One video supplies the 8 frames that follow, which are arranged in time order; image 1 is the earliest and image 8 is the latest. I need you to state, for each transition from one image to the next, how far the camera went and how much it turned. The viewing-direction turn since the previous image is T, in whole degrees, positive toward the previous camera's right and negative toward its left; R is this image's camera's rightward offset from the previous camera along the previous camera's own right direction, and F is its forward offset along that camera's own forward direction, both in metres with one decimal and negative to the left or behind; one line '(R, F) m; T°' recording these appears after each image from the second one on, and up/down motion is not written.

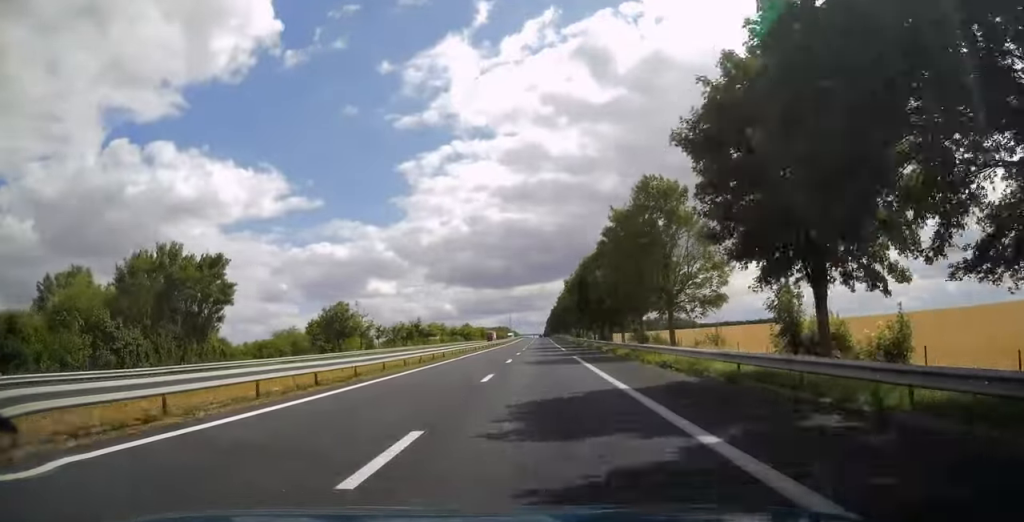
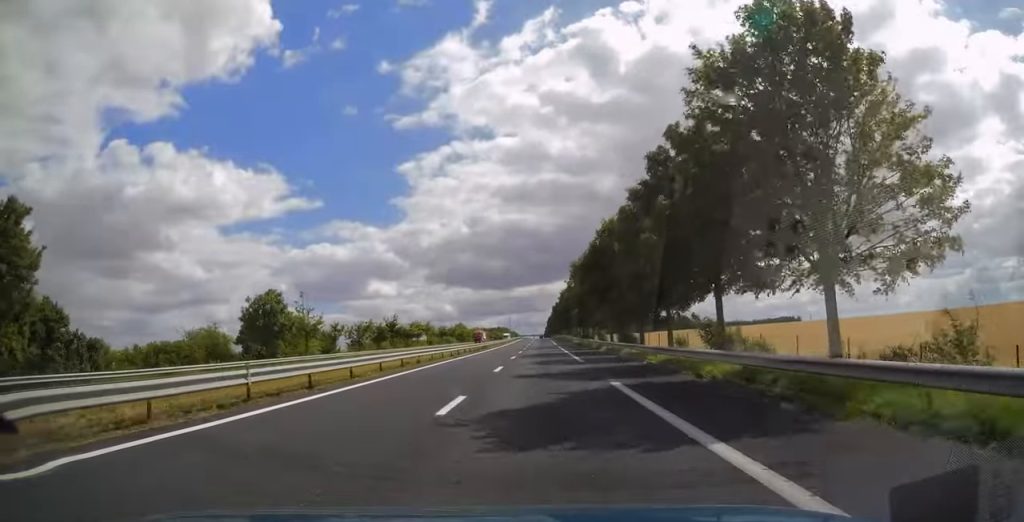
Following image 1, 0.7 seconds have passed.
(0.0, +20.3) m; 0°
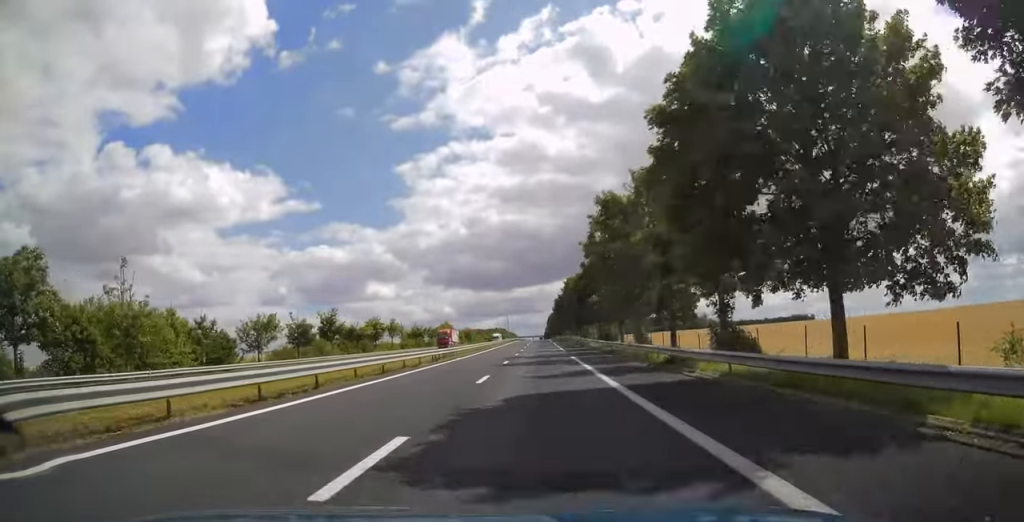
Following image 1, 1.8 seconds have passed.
(0.0, +31.0) m; 0°
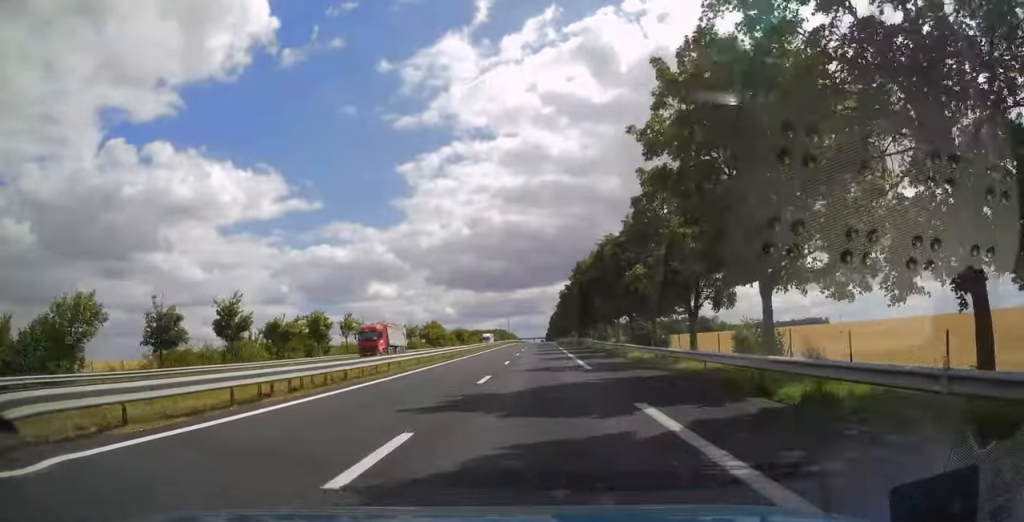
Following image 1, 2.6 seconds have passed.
(0.0, +24.2) m; 0°
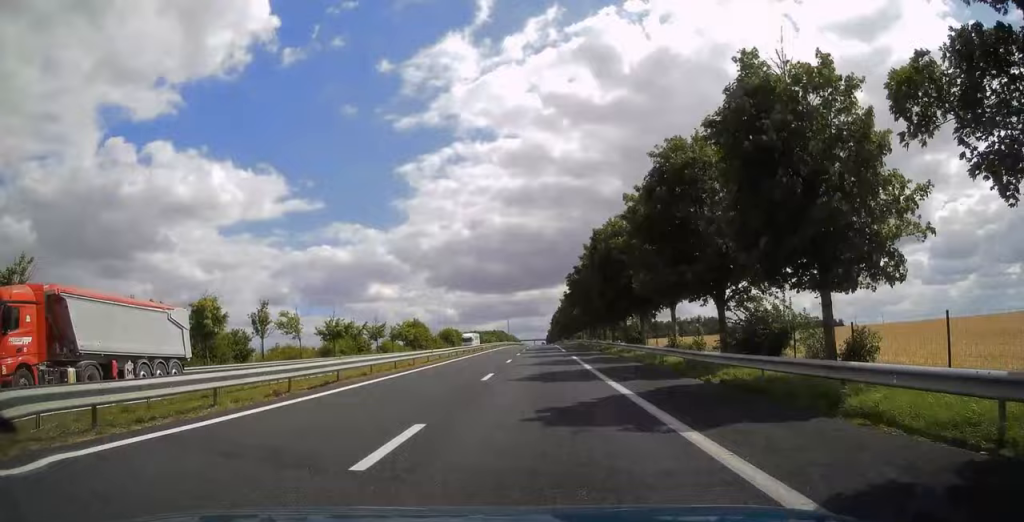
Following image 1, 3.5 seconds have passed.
(0.0, +22.7) m; 0°
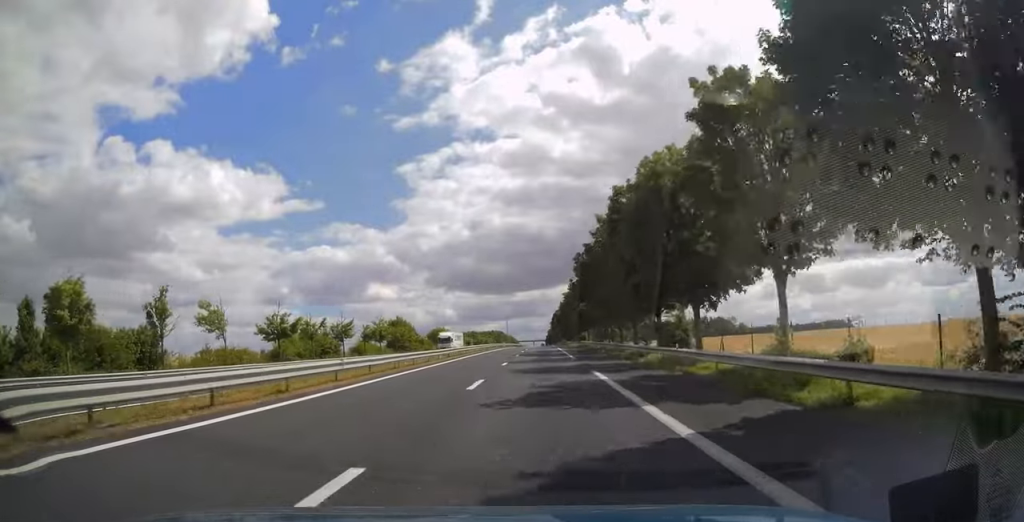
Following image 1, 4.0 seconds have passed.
(0.0, +14.1) m; 0°
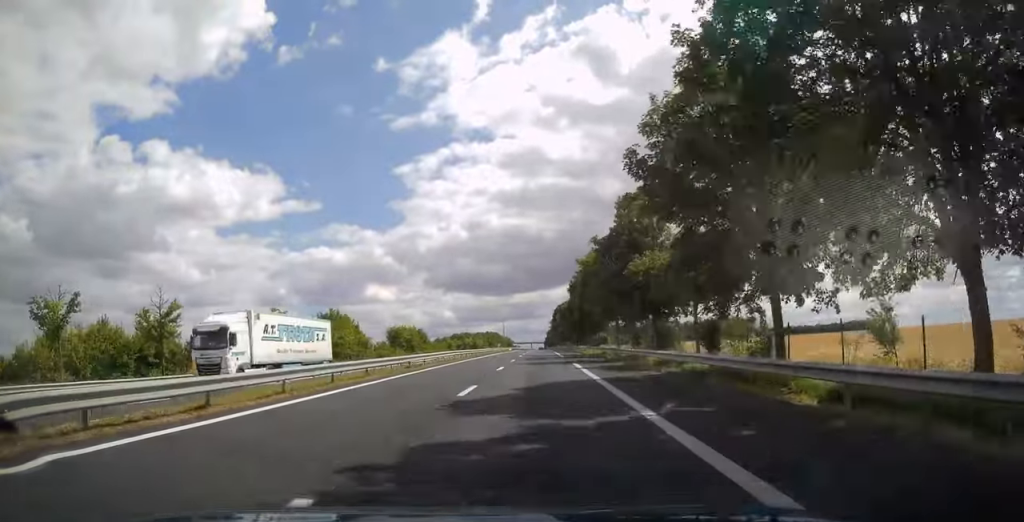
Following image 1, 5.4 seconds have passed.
(0.0, +32.9) m; 0°
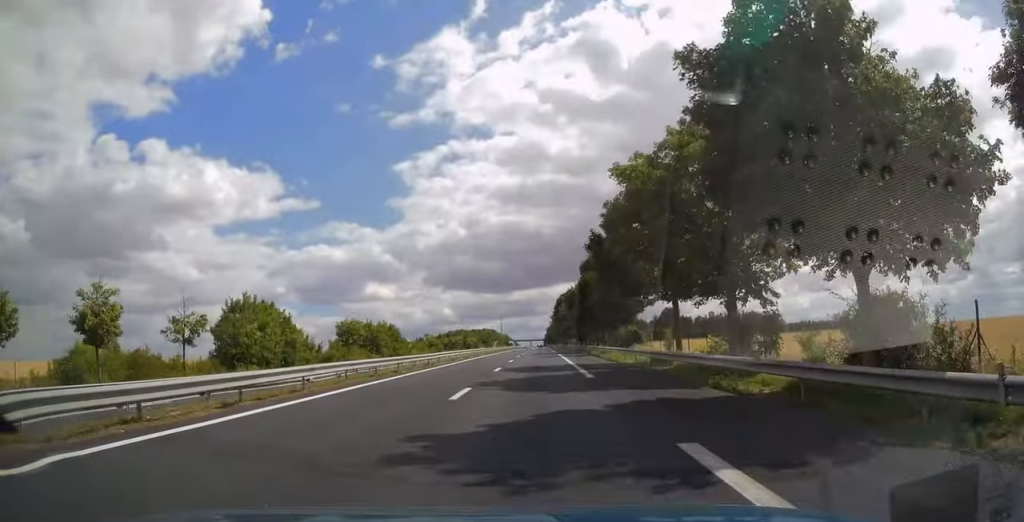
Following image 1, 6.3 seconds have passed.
(0.0, +22.8) m; 0°
